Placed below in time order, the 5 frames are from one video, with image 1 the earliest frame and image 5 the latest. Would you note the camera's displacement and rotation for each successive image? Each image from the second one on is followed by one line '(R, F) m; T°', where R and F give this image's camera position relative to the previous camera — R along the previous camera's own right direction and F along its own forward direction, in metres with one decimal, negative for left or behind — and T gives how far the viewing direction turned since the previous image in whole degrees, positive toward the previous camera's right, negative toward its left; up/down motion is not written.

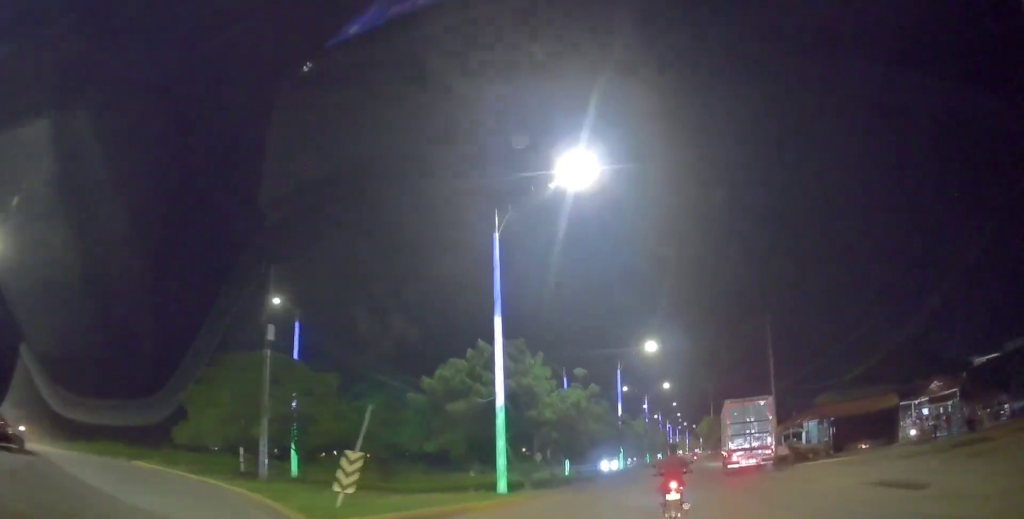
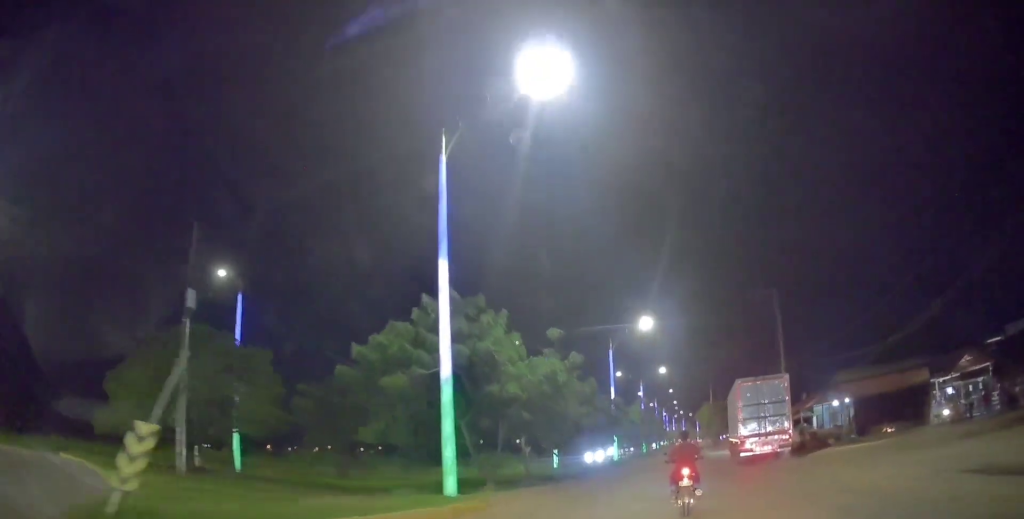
(0.0, +5.4) m; 0°
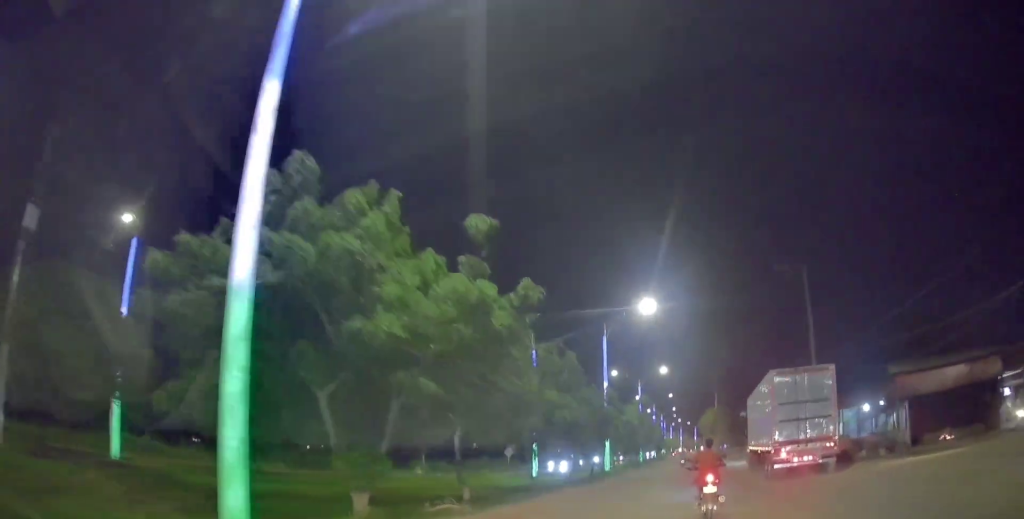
(0.0, +8.6) m; 0°
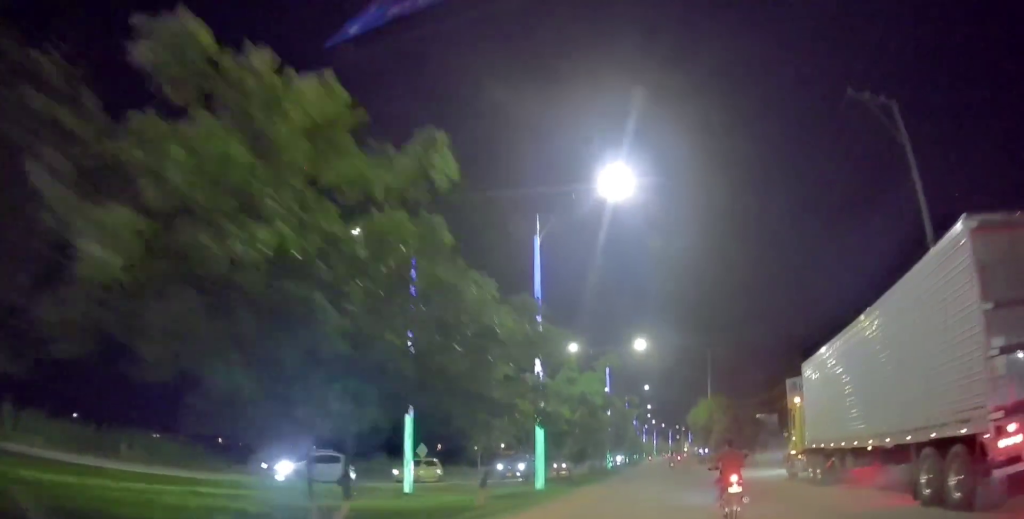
(0.0, +19.6) m; +1°
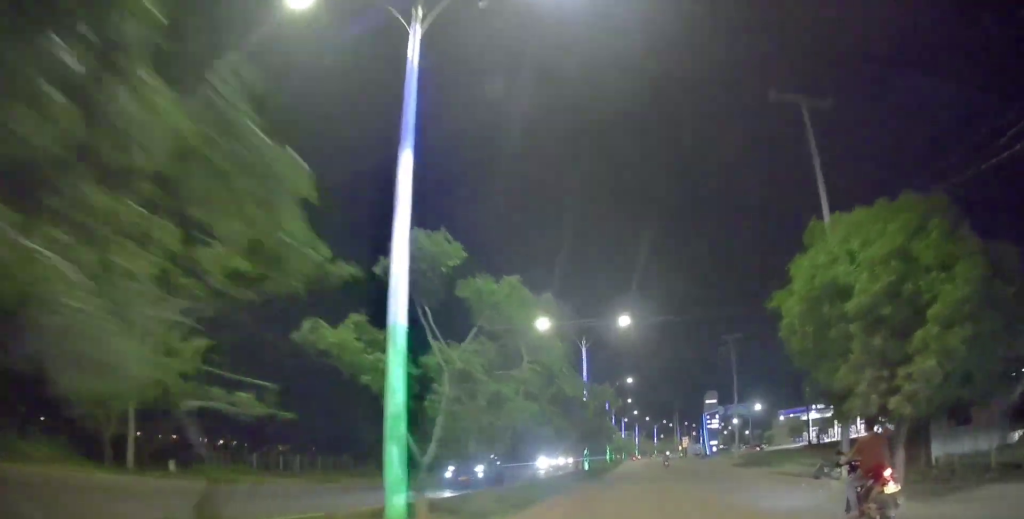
(+3.5, +45.0) m; +5°
